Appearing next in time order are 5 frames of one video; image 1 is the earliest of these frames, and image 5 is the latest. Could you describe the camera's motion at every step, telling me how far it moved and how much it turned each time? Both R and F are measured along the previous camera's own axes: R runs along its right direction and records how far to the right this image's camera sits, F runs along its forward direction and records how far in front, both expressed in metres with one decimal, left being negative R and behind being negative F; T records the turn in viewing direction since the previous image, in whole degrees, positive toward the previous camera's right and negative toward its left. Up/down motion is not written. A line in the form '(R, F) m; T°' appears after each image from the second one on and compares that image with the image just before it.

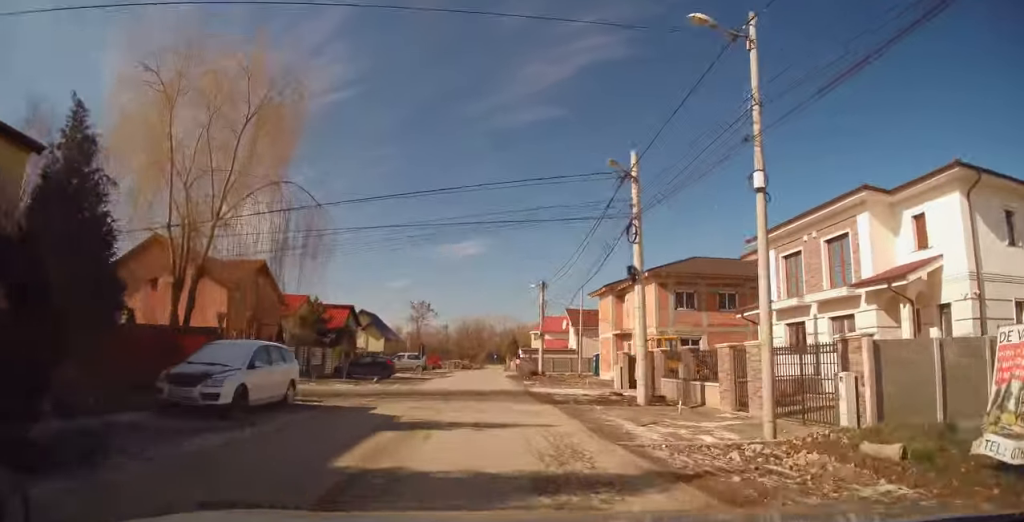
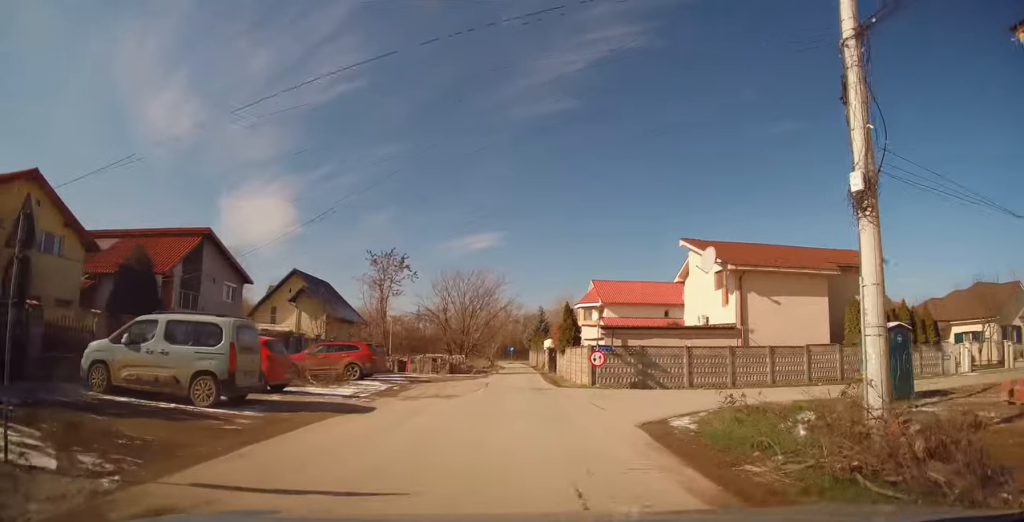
(-0.5, +40.3) m; -1°
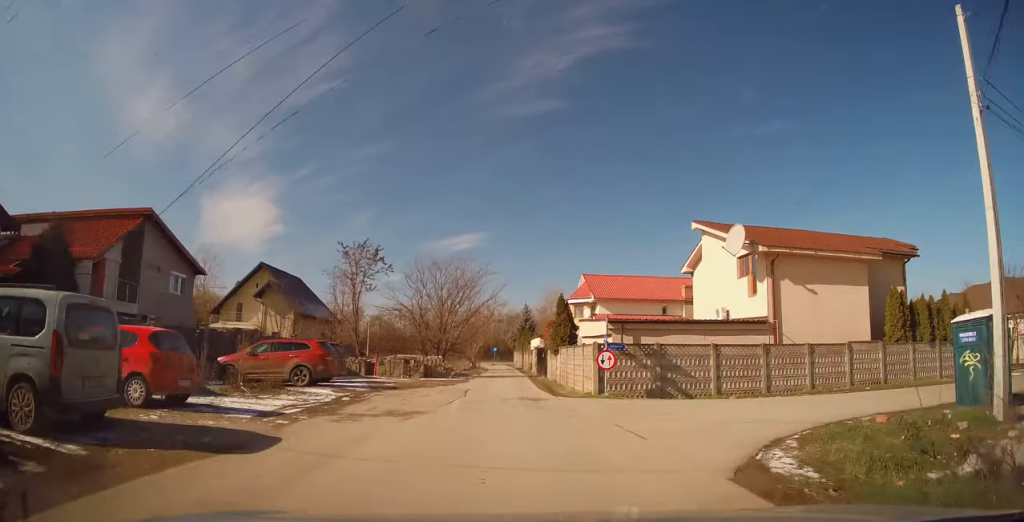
(-0.2, +4.9) m; -1°
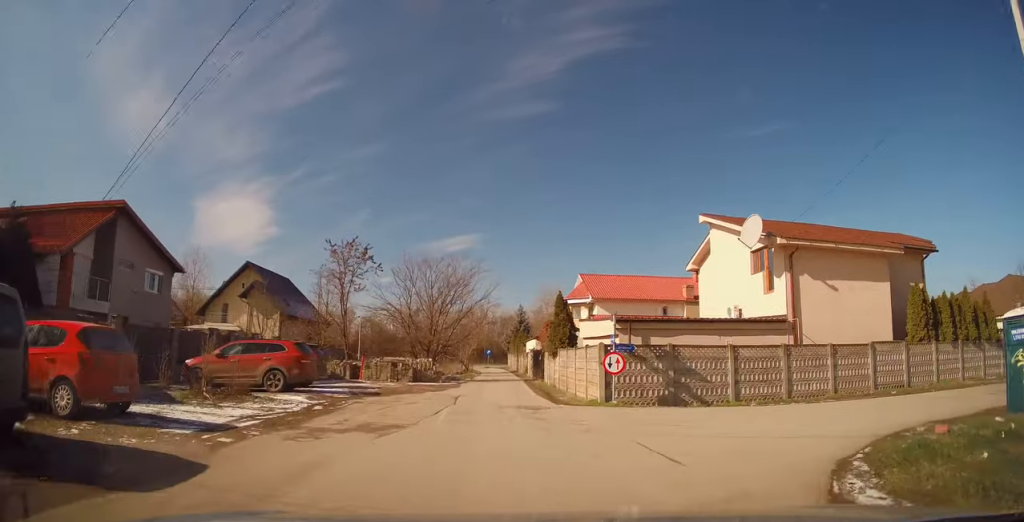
(0.0, +2.0) m; +2°
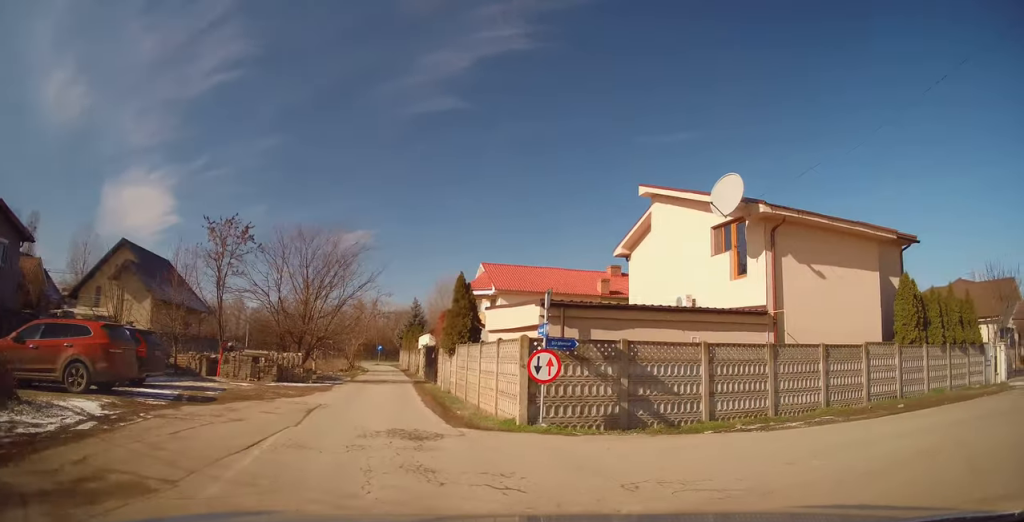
(+0.4, +6.1) m; +18°
